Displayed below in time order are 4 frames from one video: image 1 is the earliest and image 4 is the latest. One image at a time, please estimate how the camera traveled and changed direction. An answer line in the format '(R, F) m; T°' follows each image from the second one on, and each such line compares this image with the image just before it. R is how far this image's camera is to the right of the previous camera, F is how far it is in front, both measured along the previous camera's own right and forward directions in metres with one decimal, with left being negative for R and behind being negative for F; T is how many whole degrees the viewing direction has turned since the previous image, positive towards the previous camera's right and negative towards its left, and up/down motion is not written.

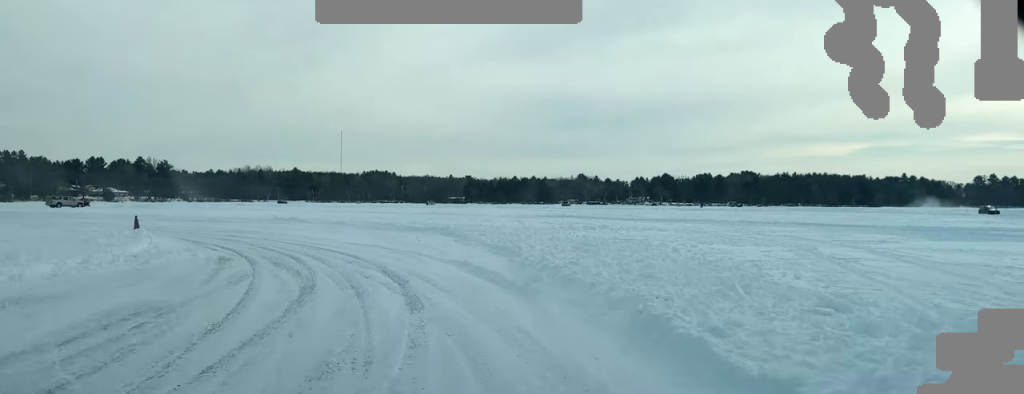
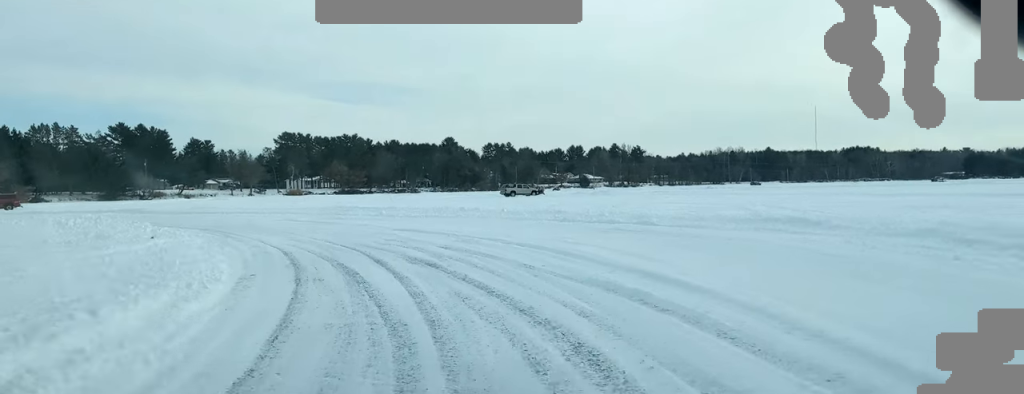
(-5.7, +29.9) m; -25°
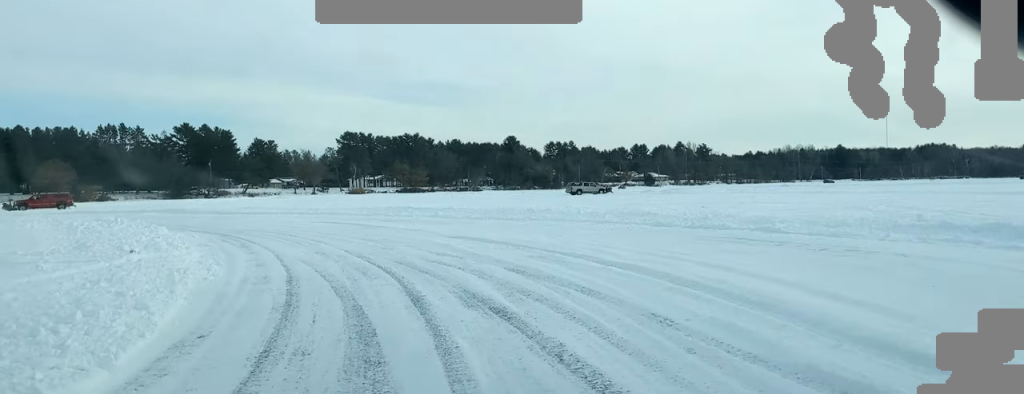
(-0.5, +6.9) m; -5°
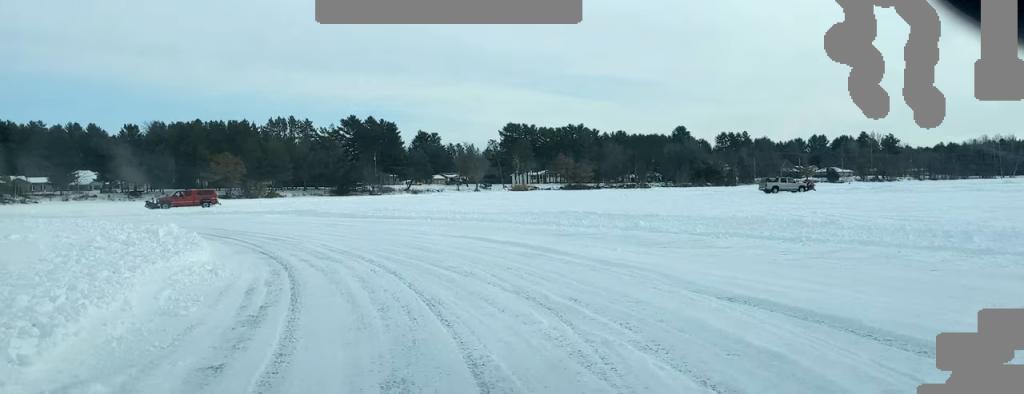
(-1.3, +14.5) m; -11°
